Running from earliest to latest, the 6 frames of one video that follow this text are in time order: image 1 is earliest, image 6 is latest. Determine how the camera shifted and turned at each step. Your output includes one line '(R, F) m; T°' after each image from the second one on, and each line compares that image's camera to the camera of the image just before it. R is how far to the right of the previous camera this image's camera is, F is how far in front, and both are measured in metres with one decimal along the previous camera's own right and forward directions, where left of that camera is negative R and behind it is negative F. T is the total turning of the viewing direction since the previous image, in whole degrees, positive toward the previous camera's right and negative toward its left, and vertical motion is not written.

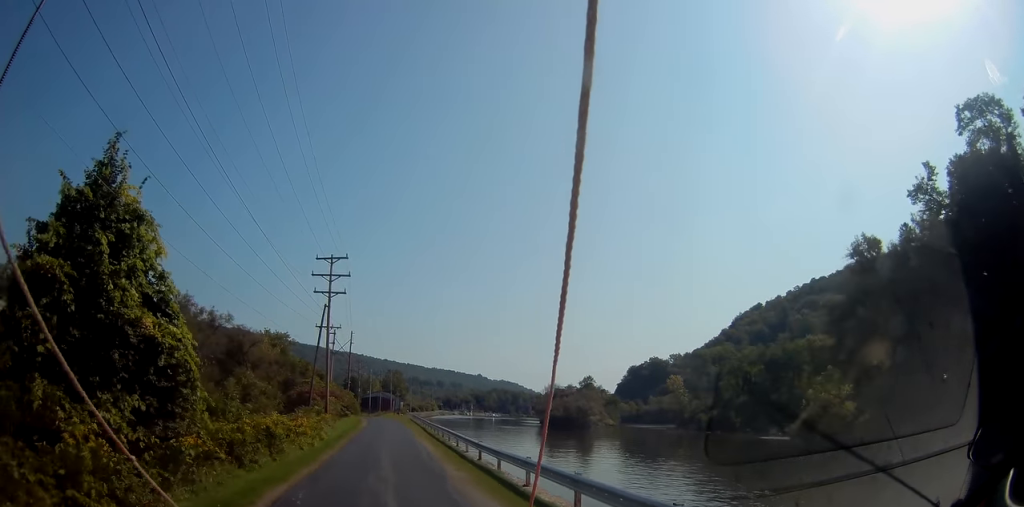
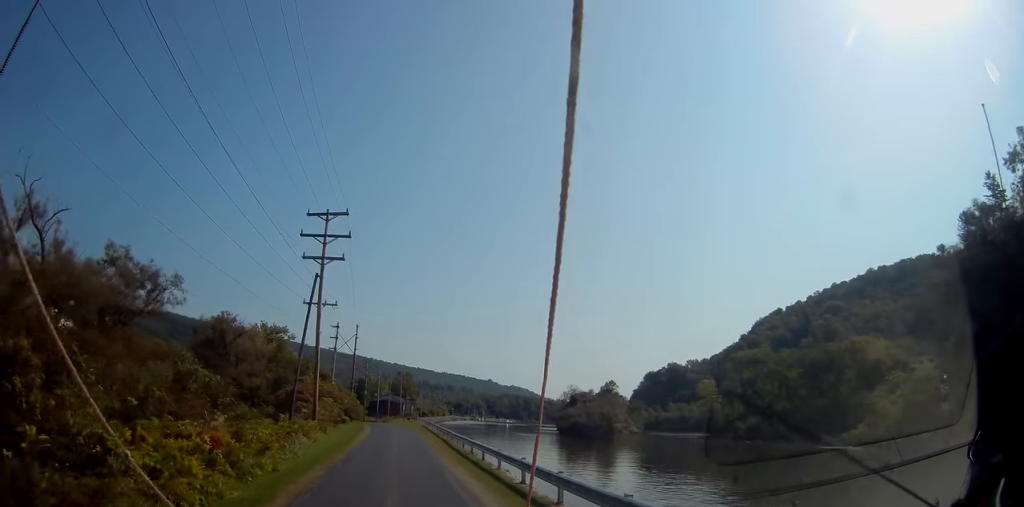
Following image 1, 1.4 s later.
(+0.4, +13.3) m; -2°
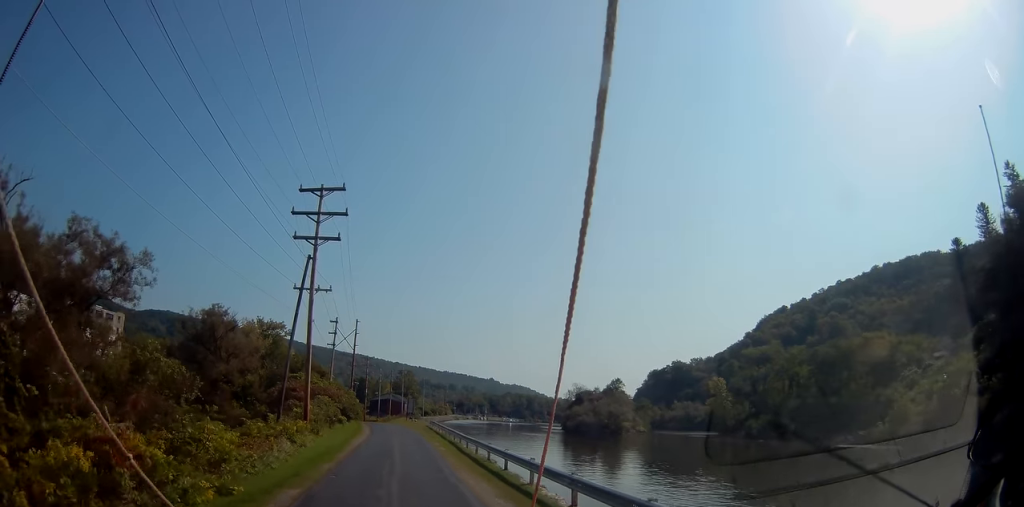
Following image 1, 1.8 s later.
(0.0, +4.5) m; -3°
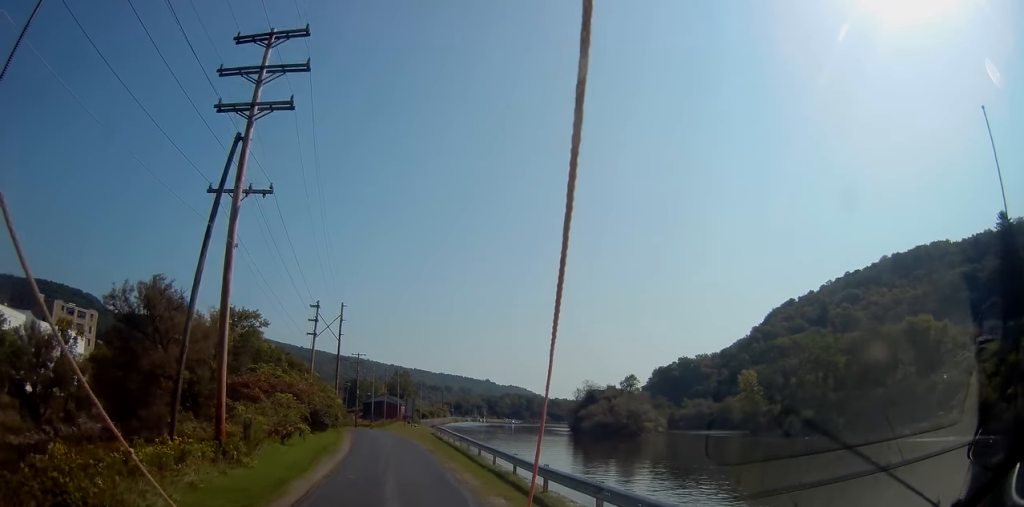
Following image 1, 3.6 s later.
(-0.5, +16.7) m; 0°
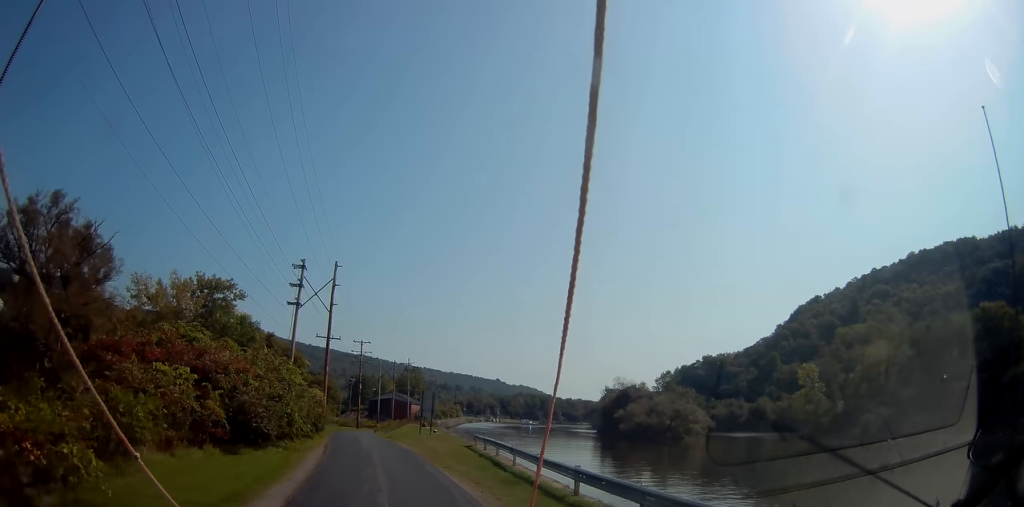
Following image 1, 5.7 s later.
(+0.4, +20.1) m; -1°
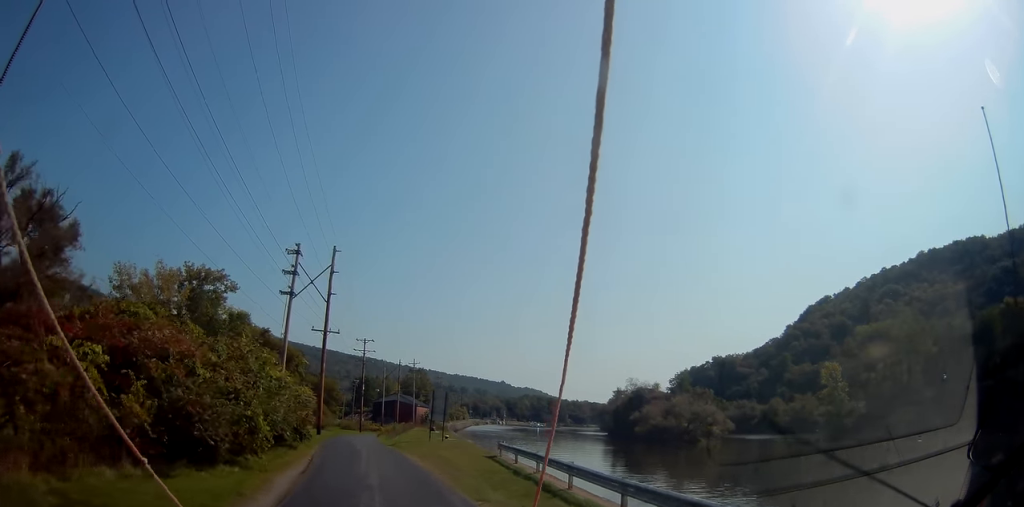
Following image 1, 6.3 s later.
(-0.1, +6.0) m; -1°
